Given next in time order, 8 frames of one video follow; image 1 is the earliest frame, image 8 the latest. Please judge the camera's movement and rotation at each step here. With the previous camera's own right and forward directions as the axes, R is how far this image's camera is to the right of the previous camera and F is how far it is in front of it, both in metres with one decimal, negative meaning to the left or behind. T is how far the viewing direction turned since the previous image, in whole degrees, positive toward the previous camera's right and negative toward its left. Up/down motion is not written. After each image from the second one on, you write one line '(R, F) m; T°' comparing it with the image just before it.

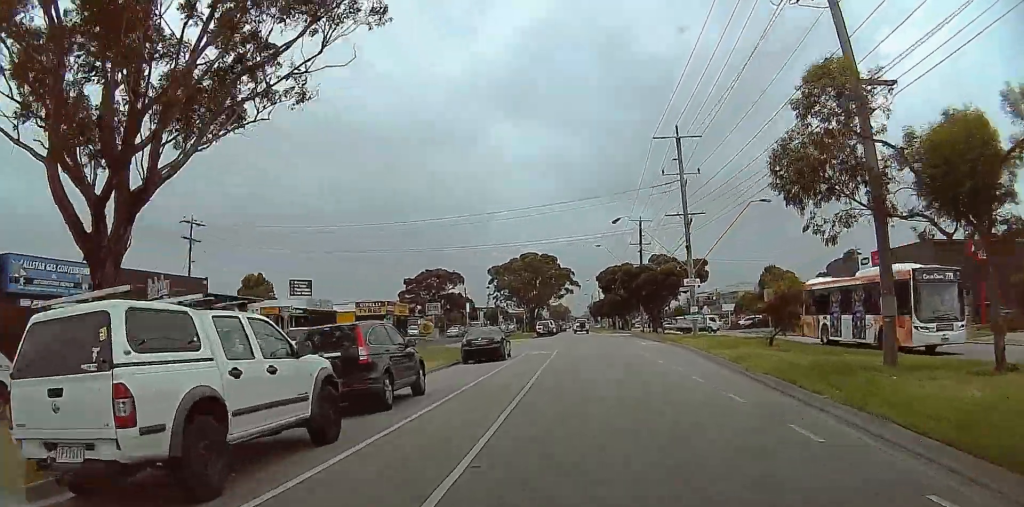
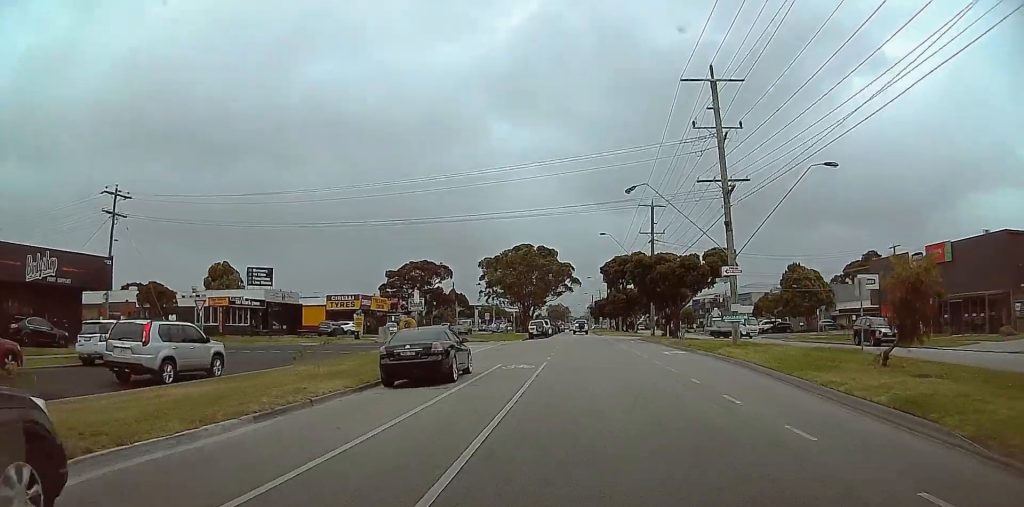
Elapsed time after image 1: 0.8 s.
(+0.3, +10.9) m; +1°
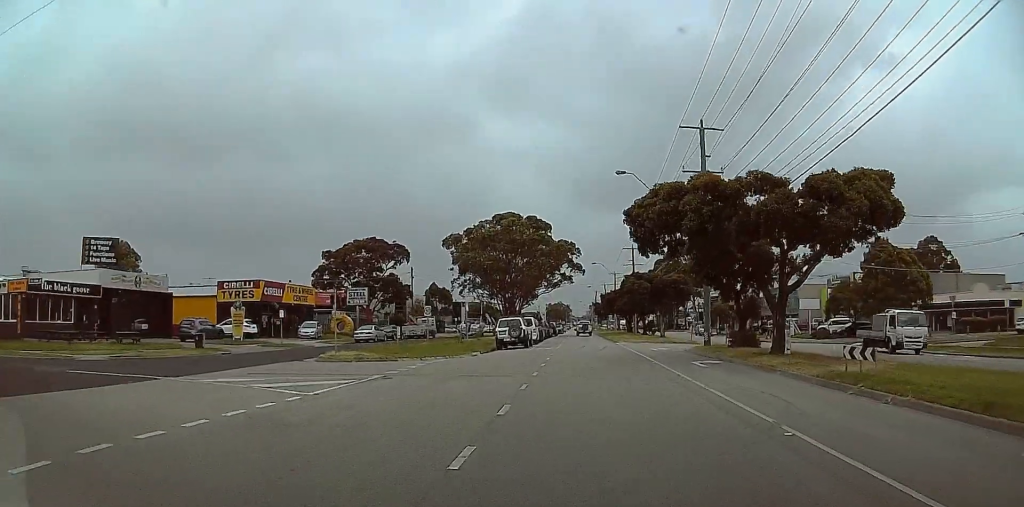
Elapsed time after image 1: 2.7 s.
(-0.1, +26.7) m; 0°
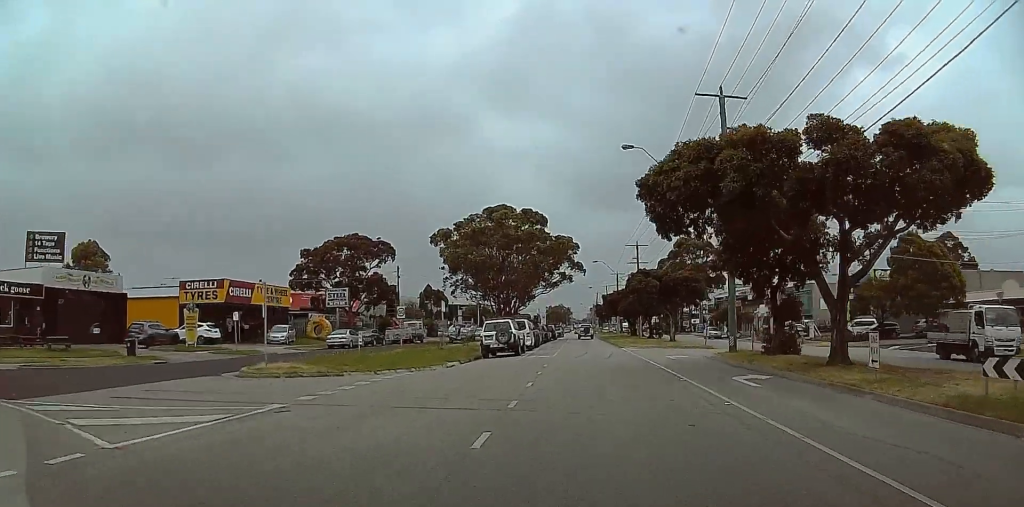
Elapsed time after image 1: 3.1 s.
(0.0, +6.1) m; 0°
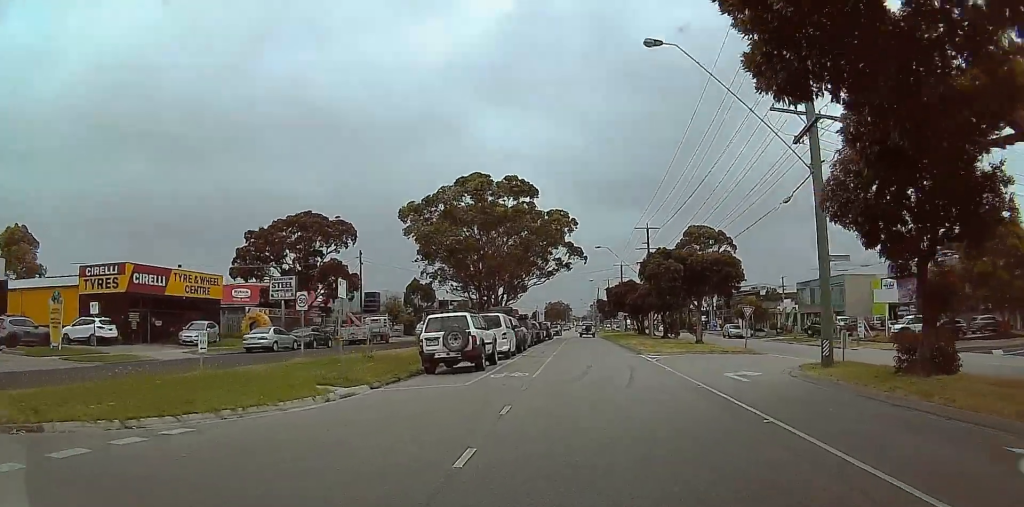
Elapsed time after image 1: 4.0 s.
(0.0, +12.3) m; 0°
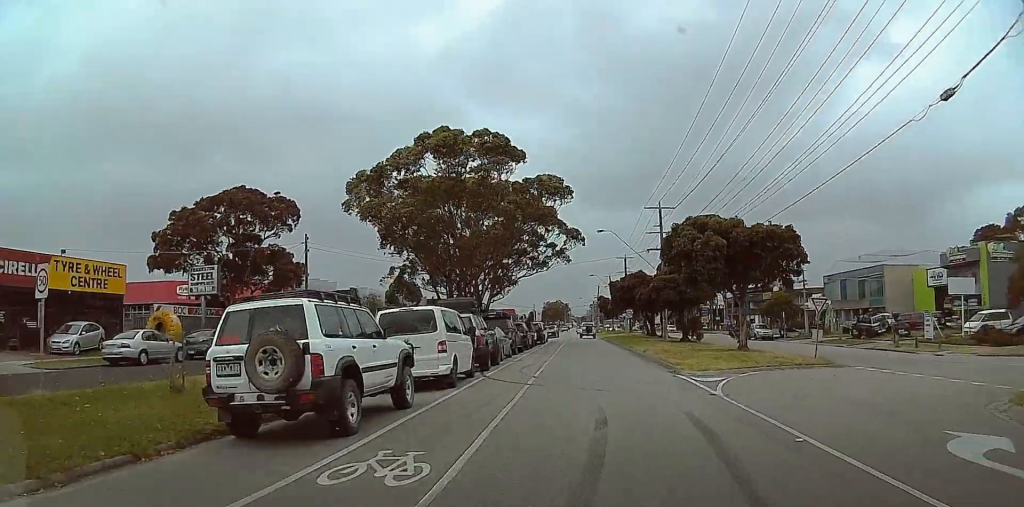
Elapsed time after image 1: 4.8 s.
(0.0, +11.9) m; 0°
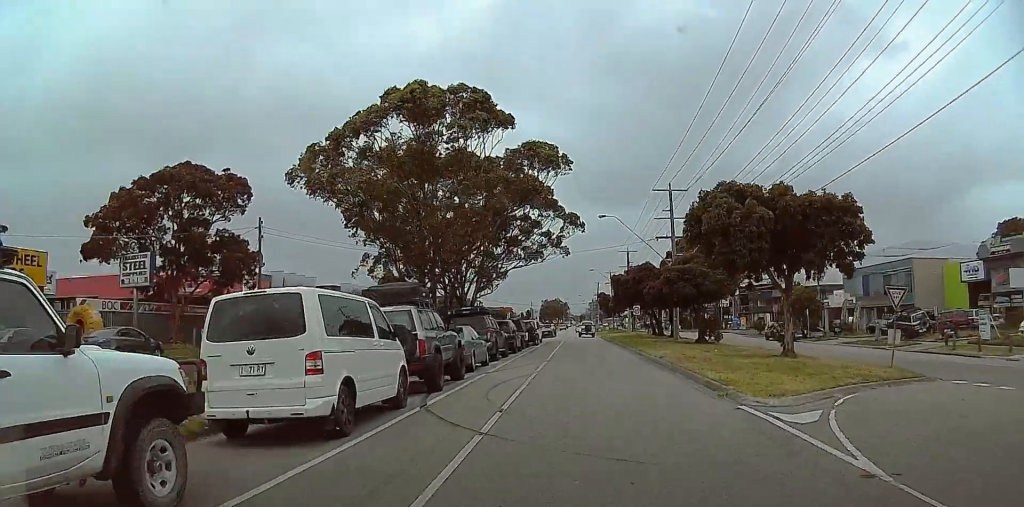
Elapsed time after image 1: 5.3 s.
(0.0, +7.3) m; 0°
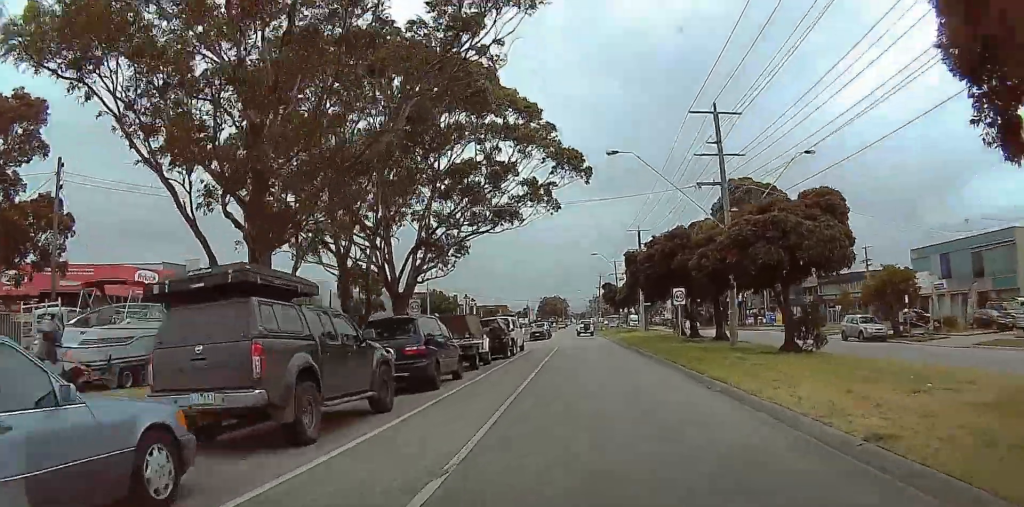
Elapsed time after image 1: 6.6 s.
(-0.1, +18.7) m; 0°
